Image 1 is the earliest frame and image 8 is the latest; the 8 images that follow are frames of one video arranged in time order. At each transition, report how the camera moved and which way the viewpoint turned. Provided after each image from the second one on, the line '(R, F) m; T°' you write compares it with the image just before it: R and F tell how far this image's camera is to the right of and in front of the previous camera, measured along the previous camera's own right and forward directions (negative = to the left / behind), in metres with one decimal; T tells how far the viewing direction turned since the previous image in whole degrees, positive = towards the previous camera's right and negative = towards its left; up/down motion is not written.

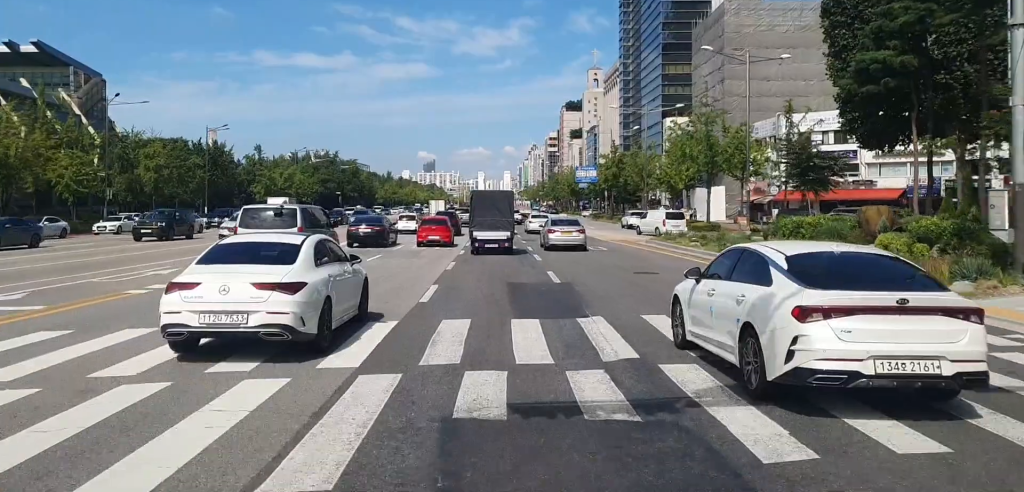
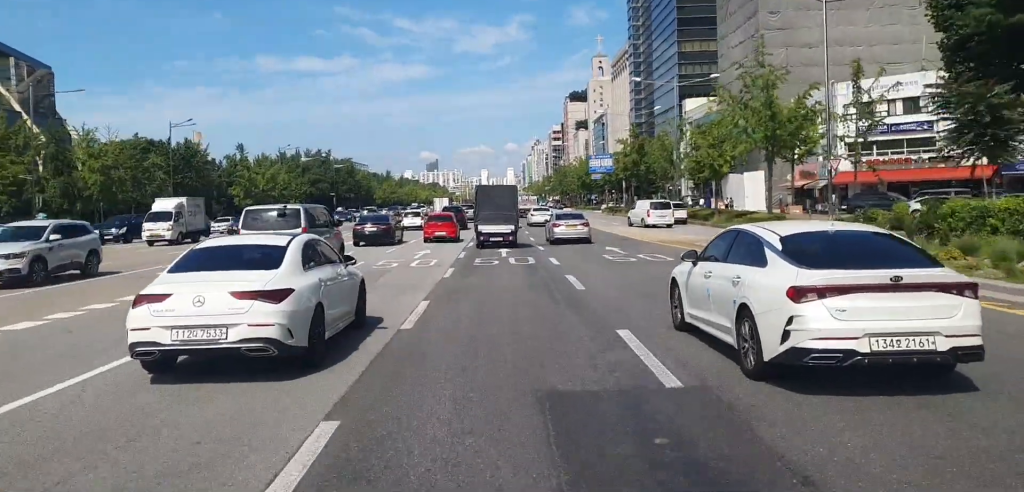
(+0.3, +12.5) m; +2°
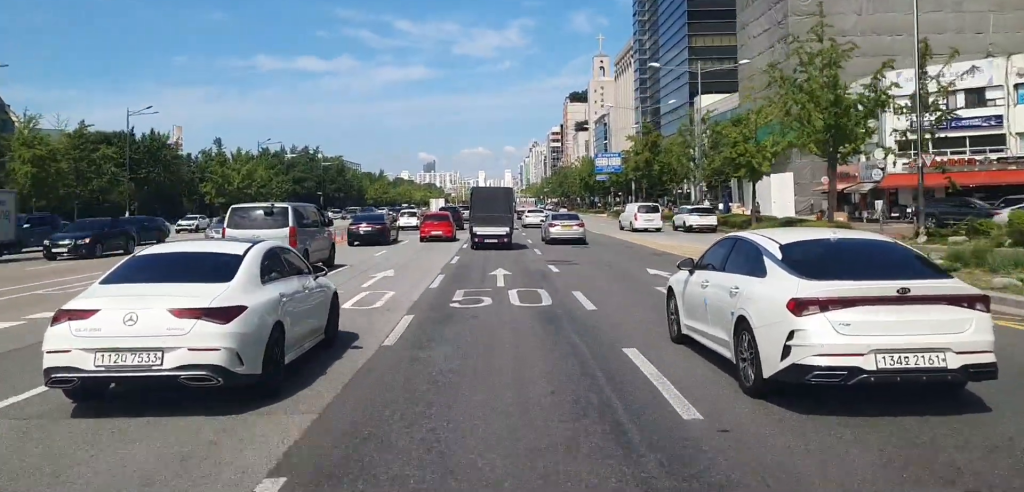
(+0.1, +9.3) m; 0°
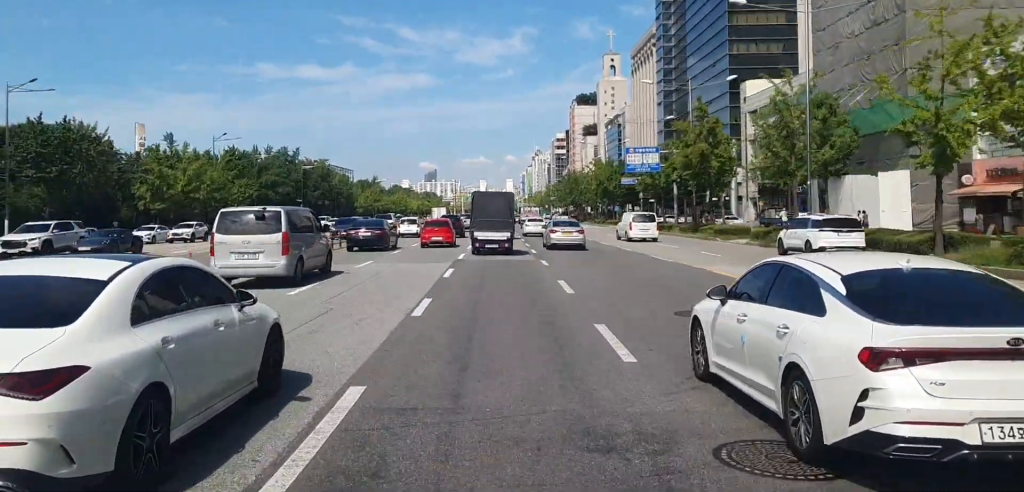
(-0.2, +20.2) m; -2°
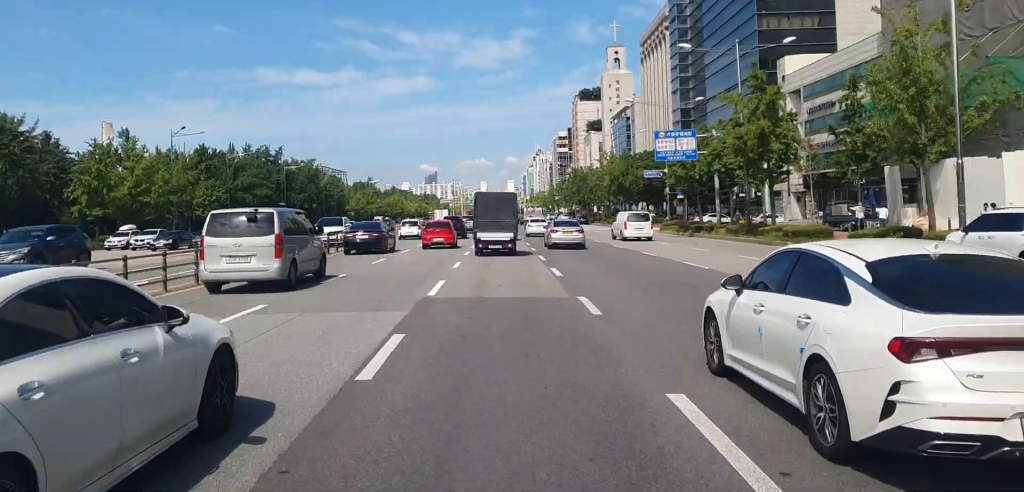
(-0.4, +12.9) m; 0°
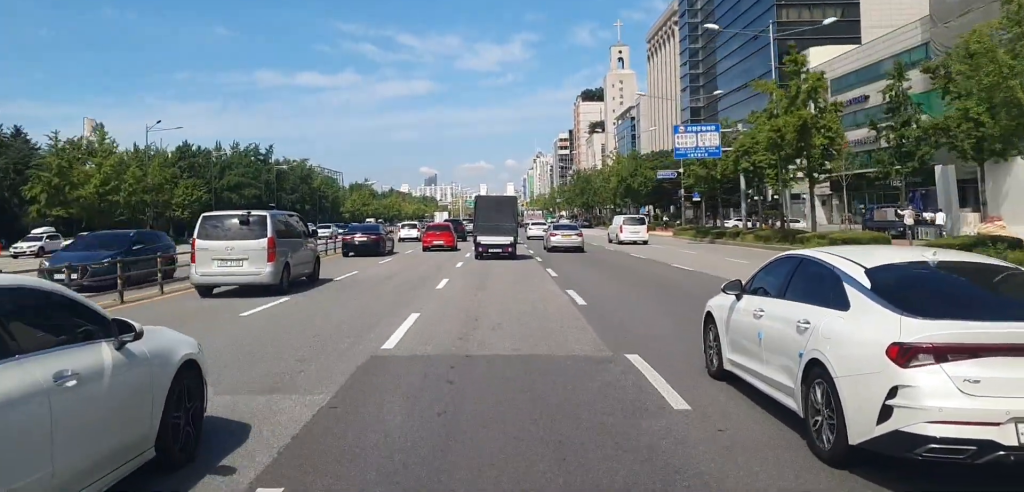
(+0.1, +6.1) m; +1°
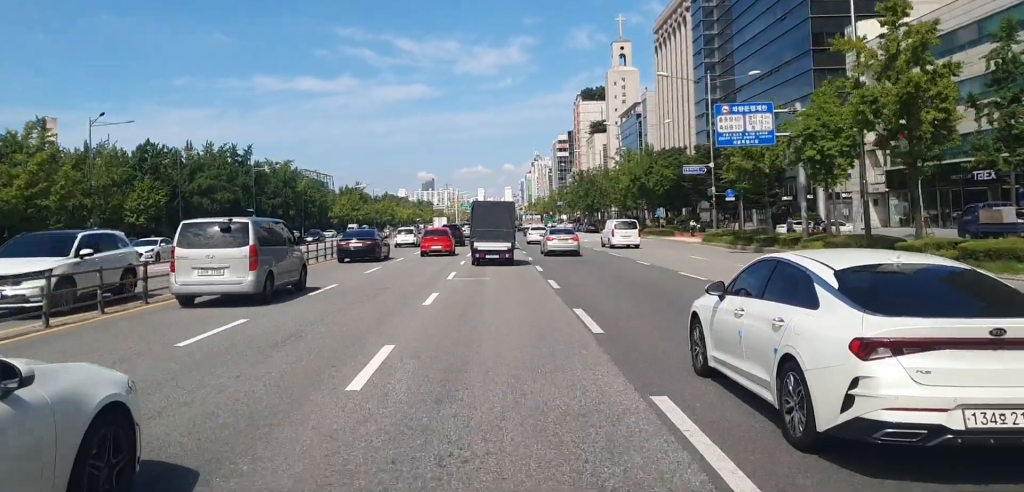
(+0.3, +10.6) m; +1°
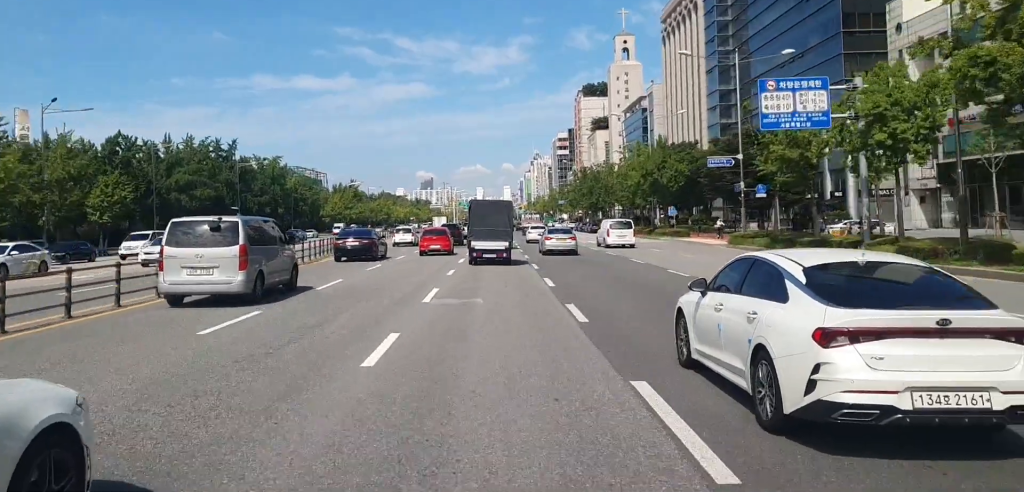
(0.0, +7.0) m; +1°
